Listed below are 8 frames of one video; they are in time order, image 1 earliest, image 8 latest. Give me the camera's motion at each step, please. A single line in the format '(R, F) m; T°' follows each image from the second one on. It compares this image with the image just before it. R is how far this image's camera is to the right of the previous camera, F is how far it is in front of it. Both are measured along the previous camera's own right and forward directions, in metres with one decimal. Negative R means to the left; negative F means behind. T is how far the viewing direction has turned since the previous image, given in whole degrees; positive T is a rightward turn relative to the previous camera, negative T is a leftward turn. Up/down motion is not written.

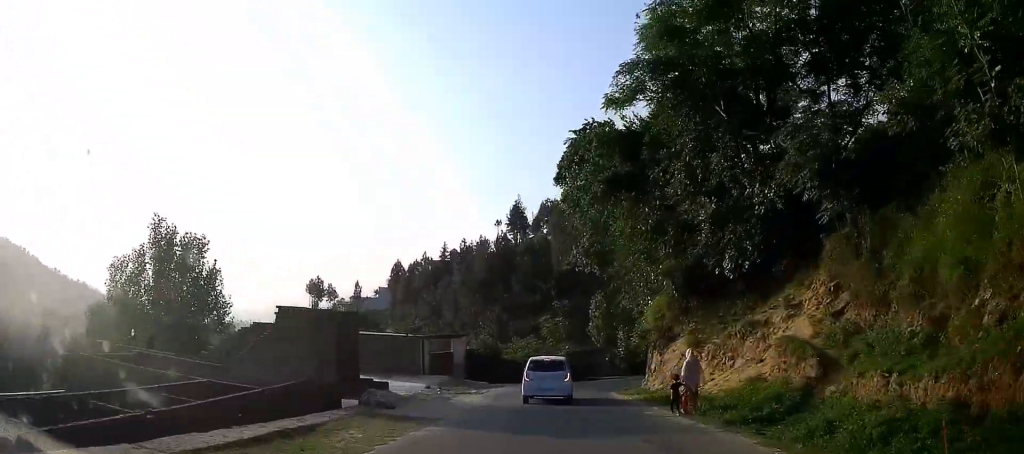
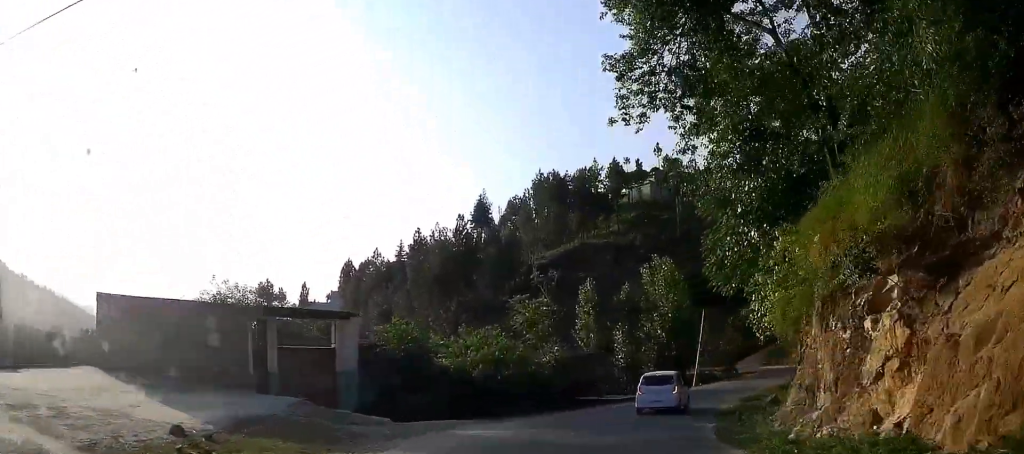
(+0.2, +17.0) m; +2°
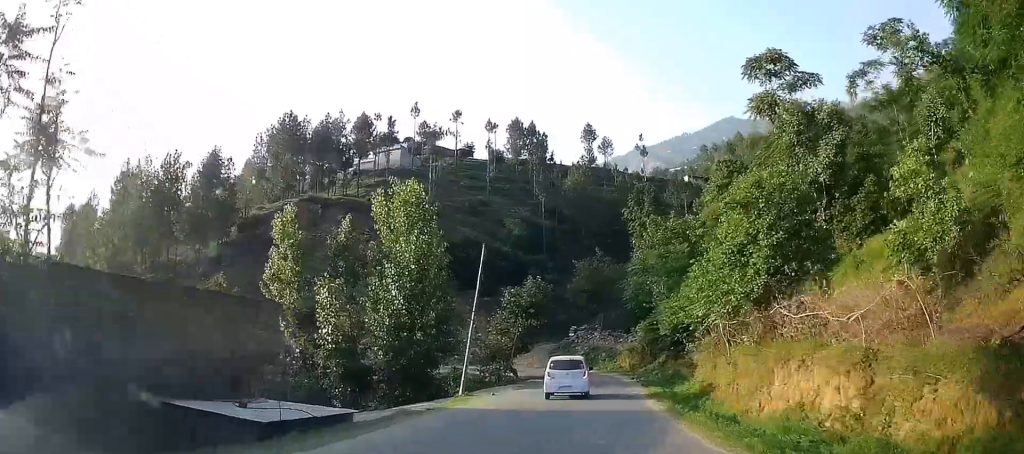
(+1.6, +19.8) m; +10°
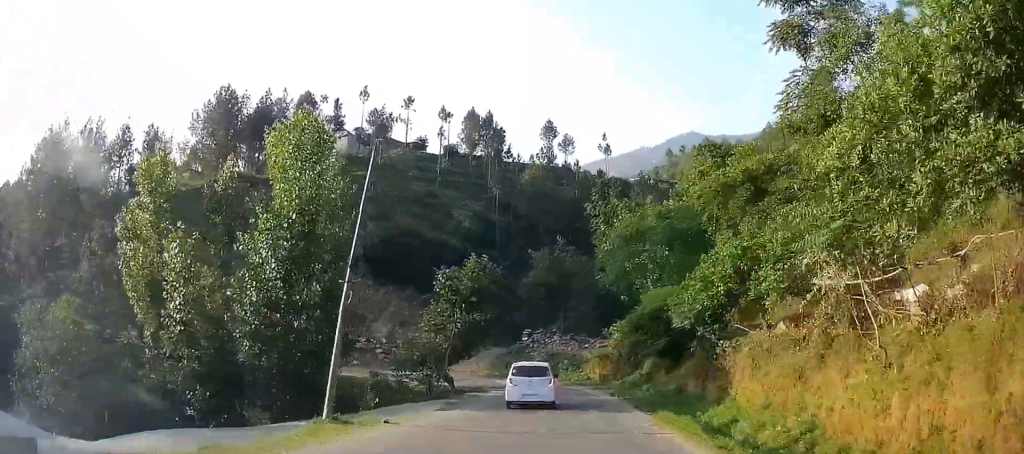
(+0.4, +9.4) m; +4°
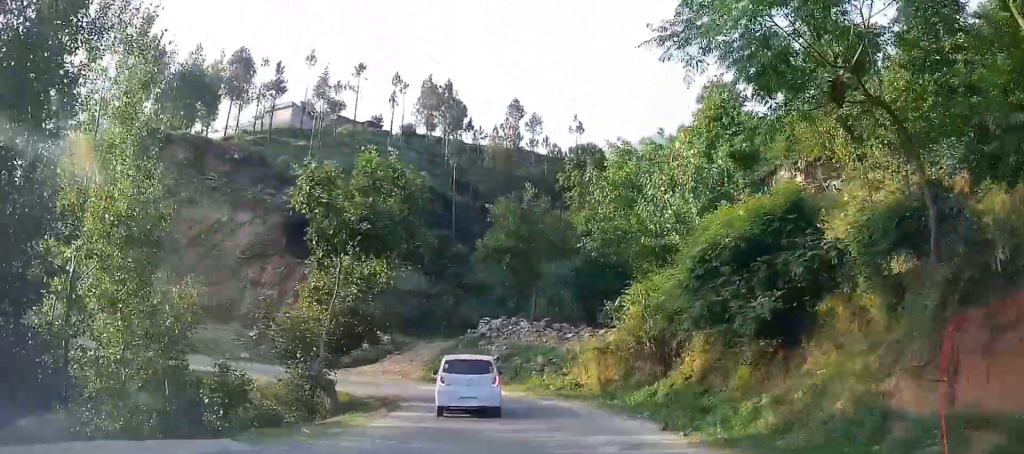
(+0.8, +13.8) m; +5°
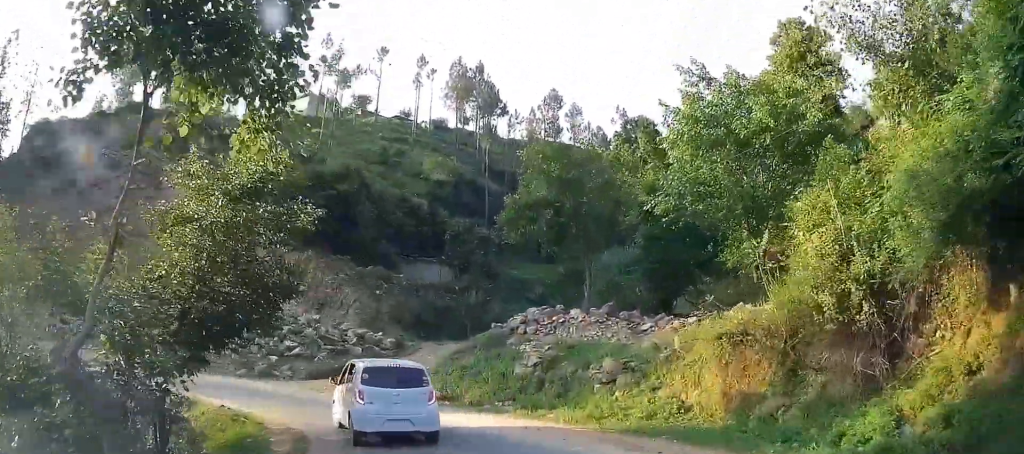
(+0.3, +12.7) m; +1°
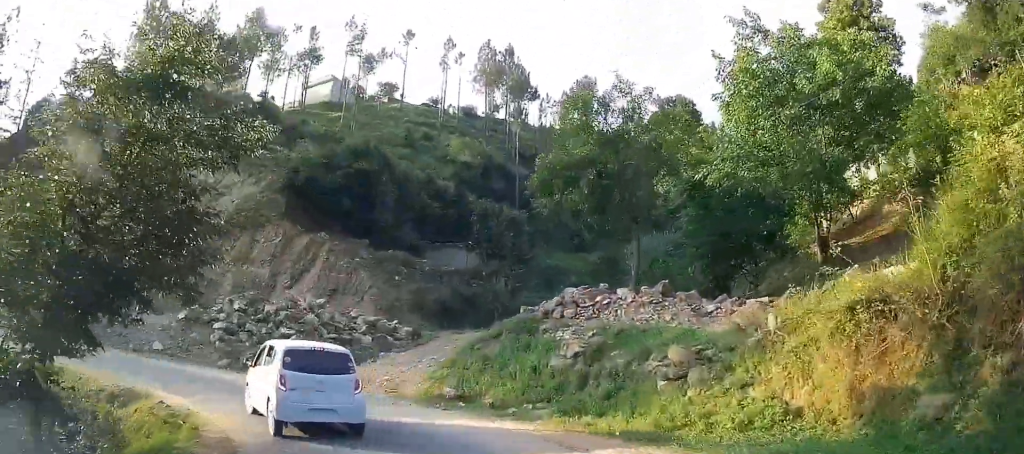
(0.0, +5.5) m; 0°
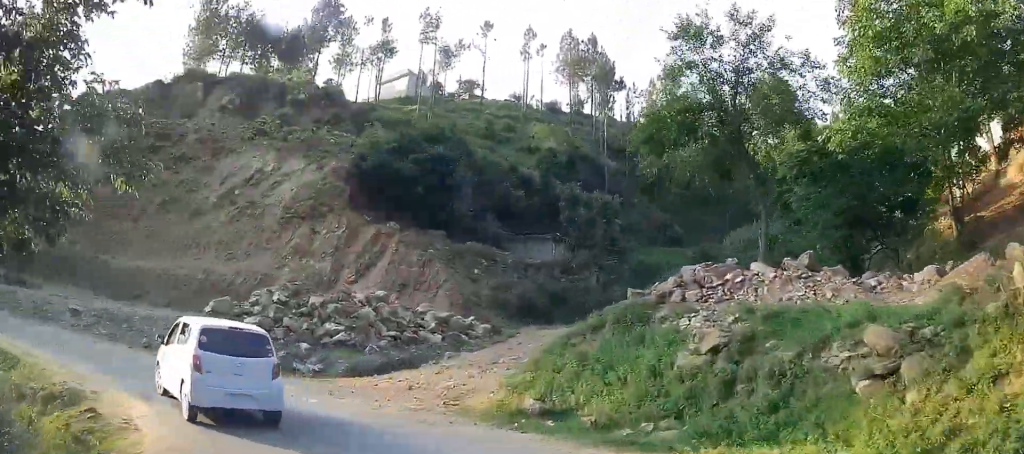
(0.0, +6.9) m; -3°
